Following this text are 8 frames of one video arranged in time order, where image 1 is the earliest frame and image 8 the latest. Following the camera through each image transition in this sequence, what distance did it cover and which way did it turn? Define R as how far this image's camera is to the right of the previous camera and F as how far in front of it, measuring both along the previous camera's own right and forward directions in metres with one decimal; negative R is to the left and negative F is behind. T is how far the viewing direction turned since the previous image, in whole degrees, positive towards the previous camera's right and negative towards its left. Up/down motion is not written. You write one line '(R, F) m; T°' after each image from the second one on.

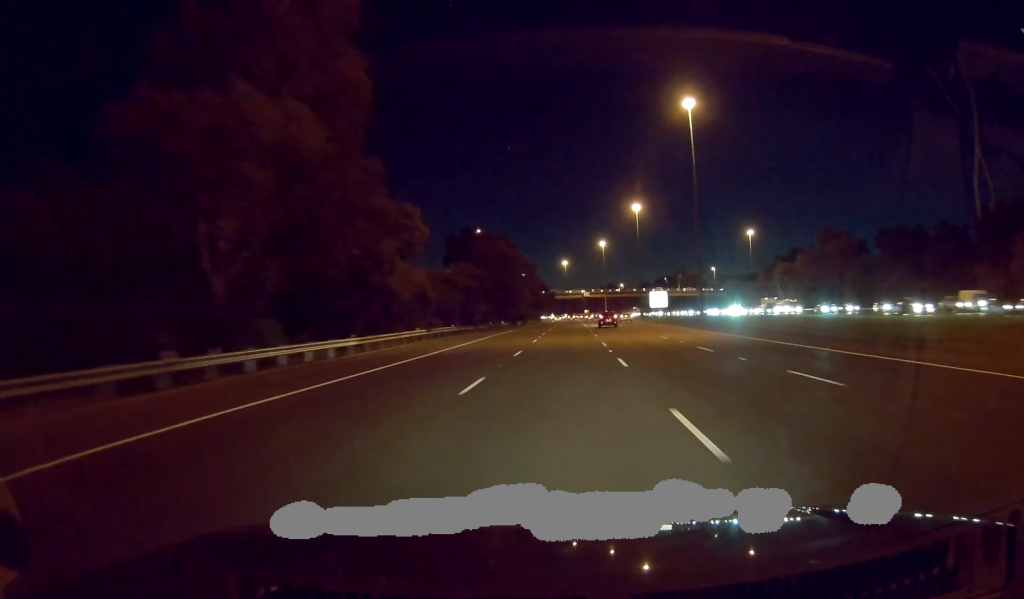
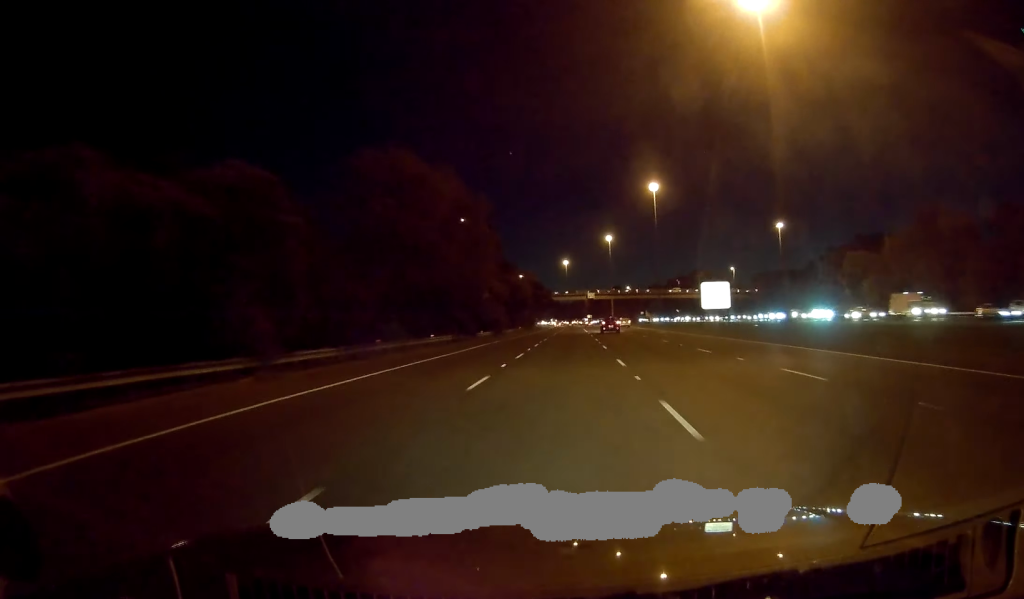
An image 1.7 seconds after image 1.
(-0.1, +46.4) m; 0°
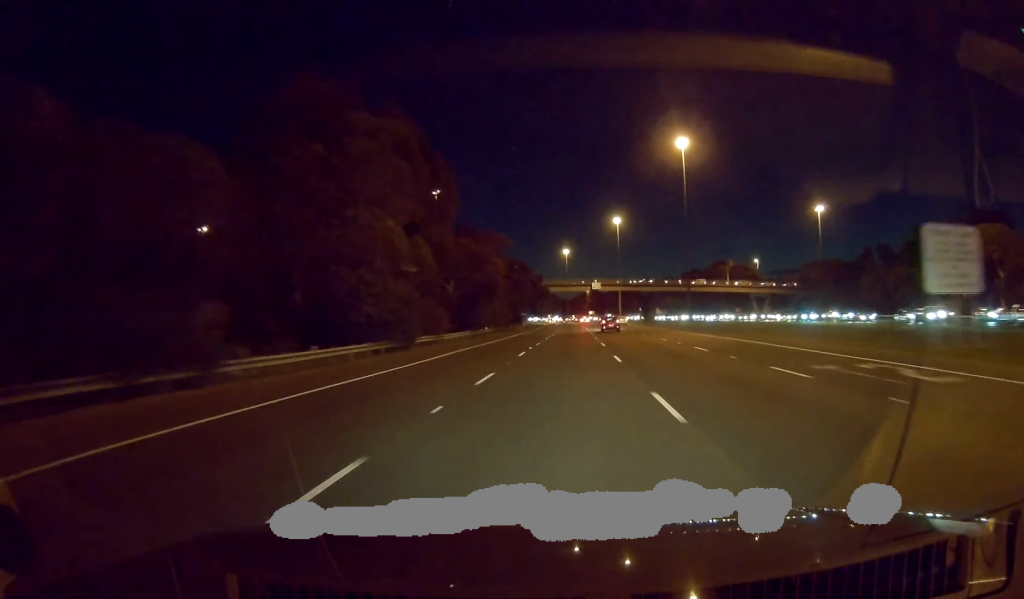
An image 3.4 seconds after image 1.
(+0.1, +46.4) m; 0°
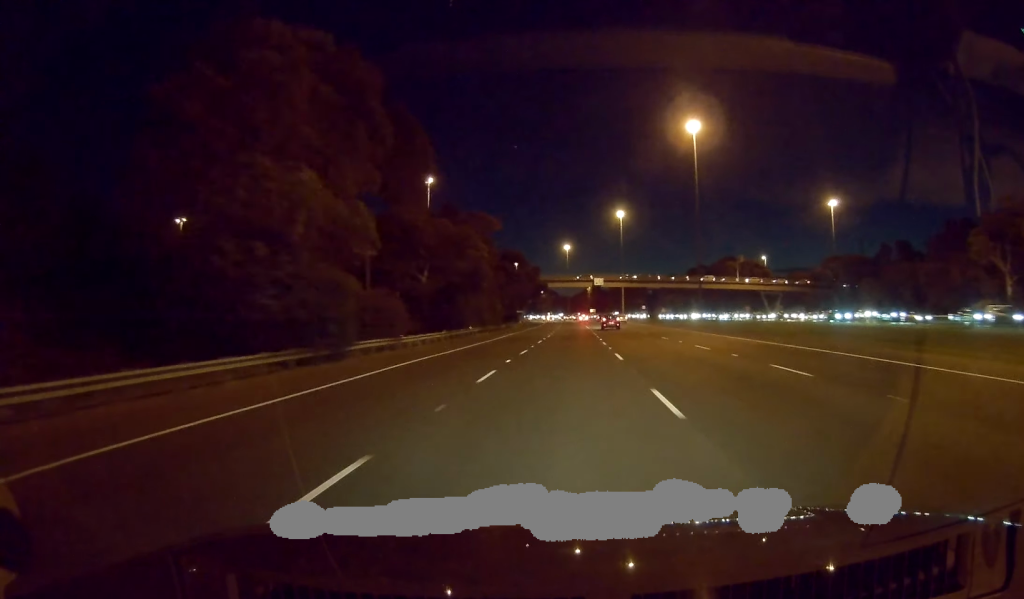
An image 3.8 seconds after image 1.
(0.0, +11.9) m; 0°
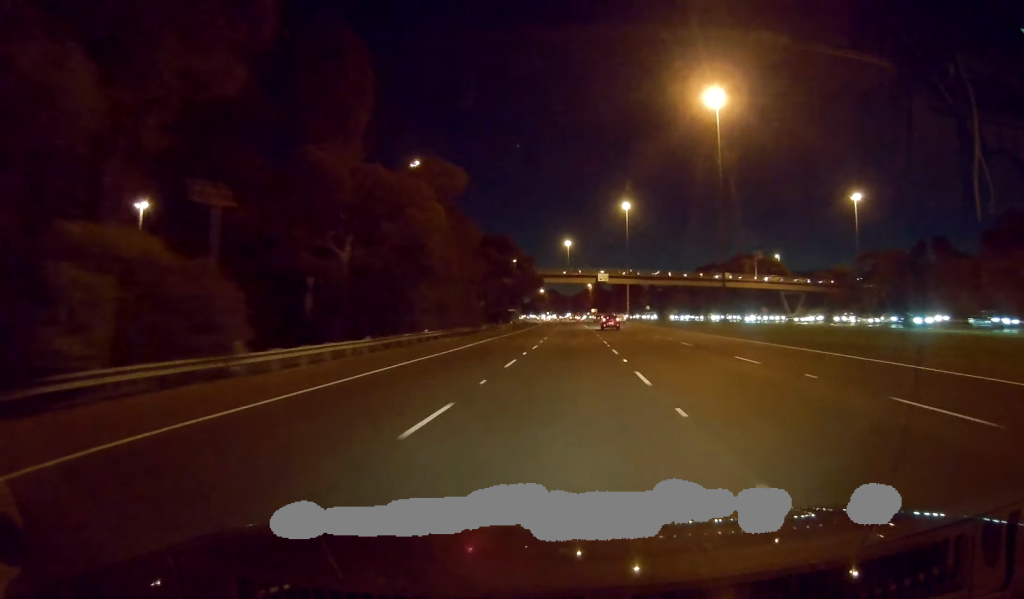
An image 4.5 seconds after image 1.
(0.0, +19.1) m; 0°
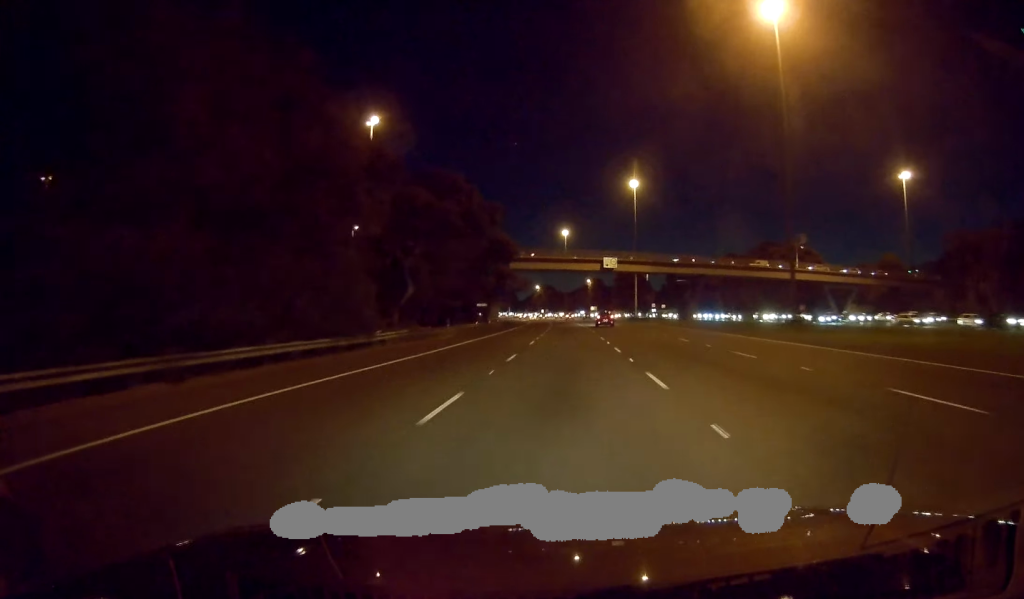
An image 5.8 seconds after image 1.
(-0.1, +35.5) m; 0°
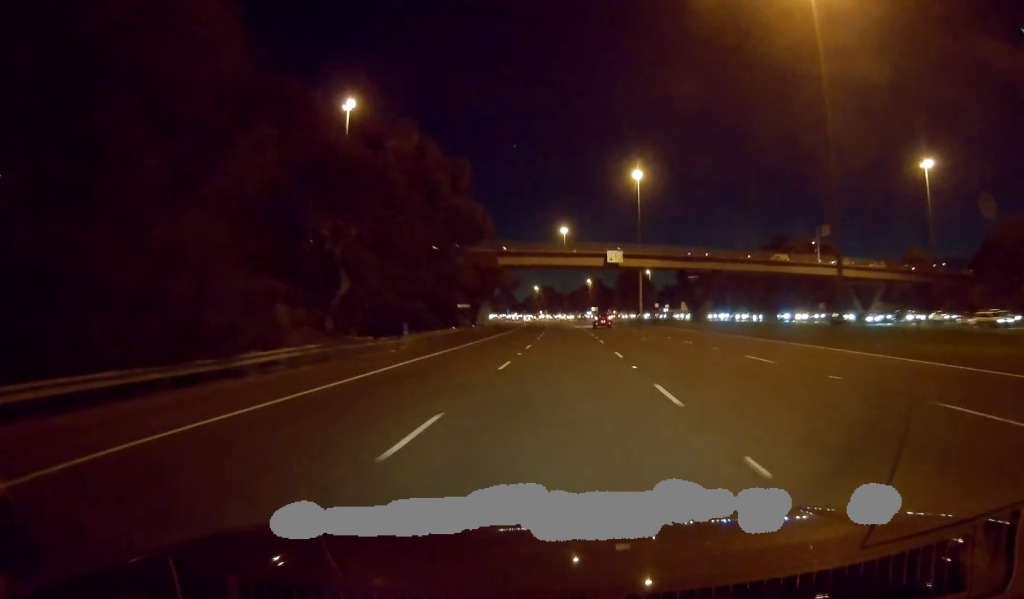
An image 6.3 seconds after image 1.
(0.0, +13.7) m; 0°
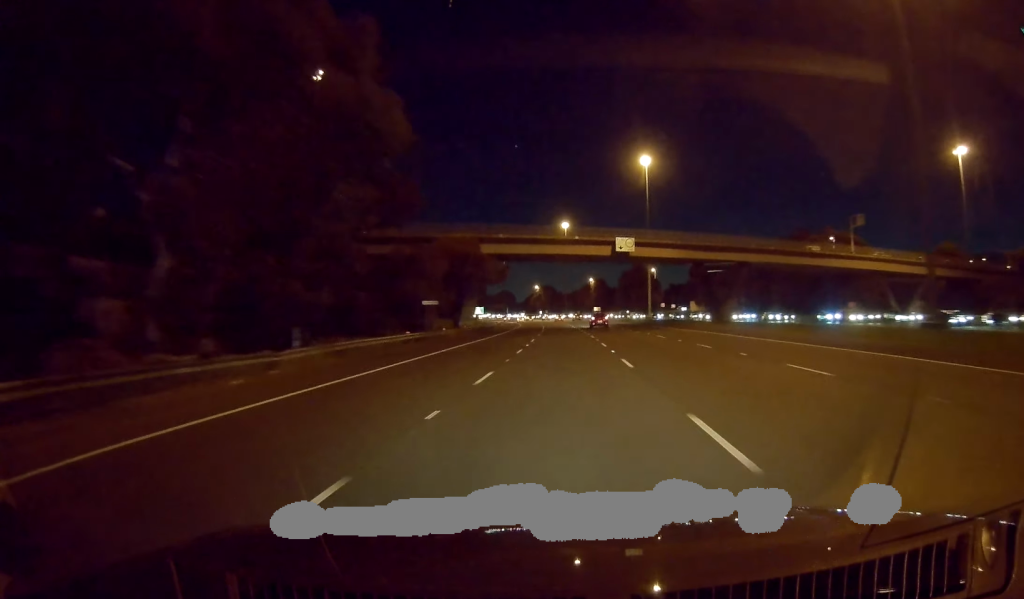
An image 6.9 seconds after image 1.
(0.0, +16.4) m; 0°
